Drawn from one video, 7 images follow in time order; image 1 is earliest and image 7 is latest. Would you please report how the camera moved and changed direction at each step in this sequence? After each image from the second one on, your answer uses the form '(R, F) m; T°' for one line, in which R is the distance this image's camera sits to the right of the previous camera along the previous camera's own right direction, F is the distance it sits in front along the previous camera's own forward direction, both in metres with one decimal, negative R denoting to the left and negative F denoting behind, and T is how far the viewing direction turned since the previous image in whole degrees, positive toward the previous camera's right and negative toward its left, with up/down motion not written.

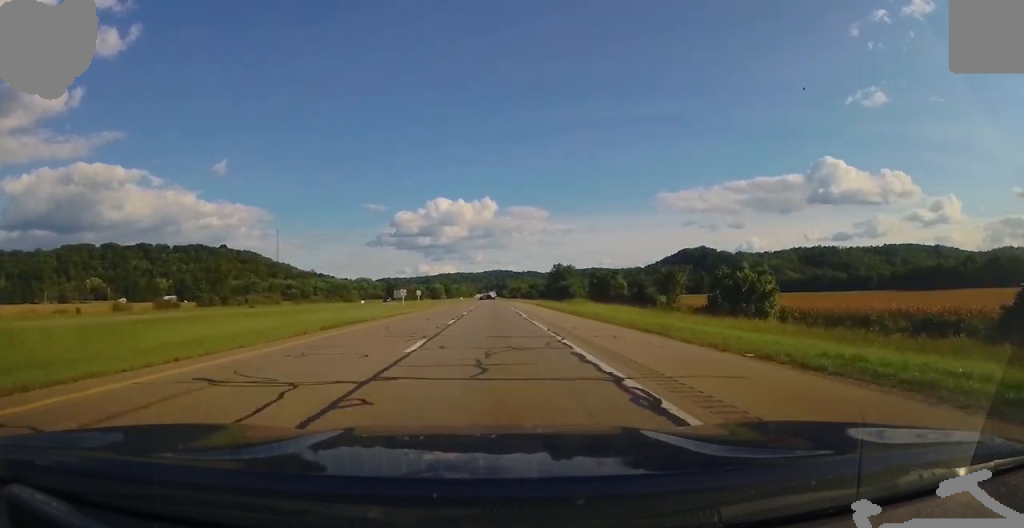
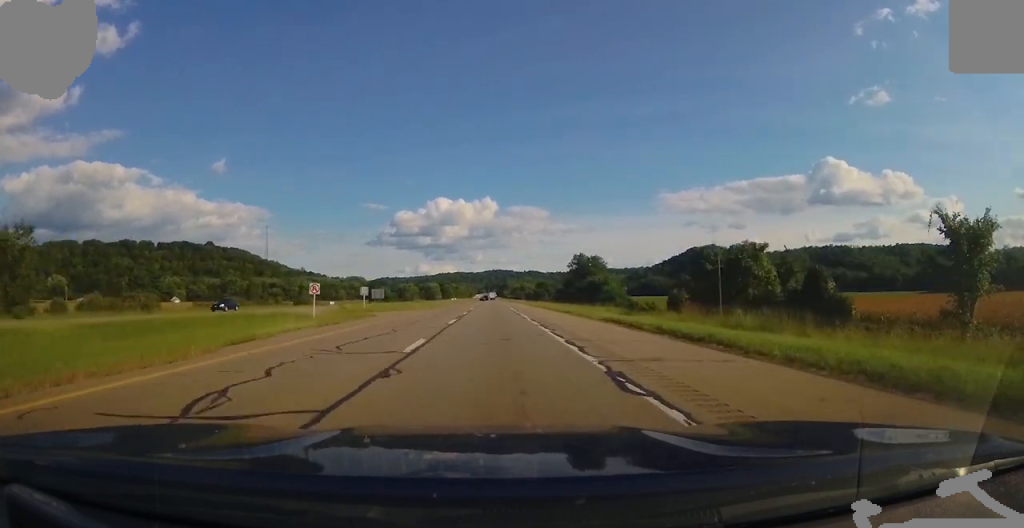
(-0.2, +48.5) m; 0°
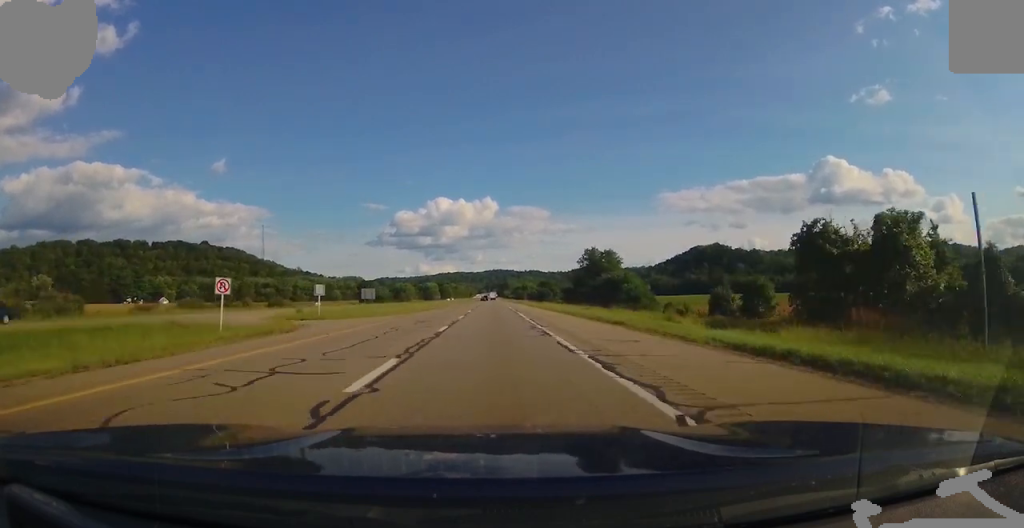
(+0.1, +17.3) m; 0°
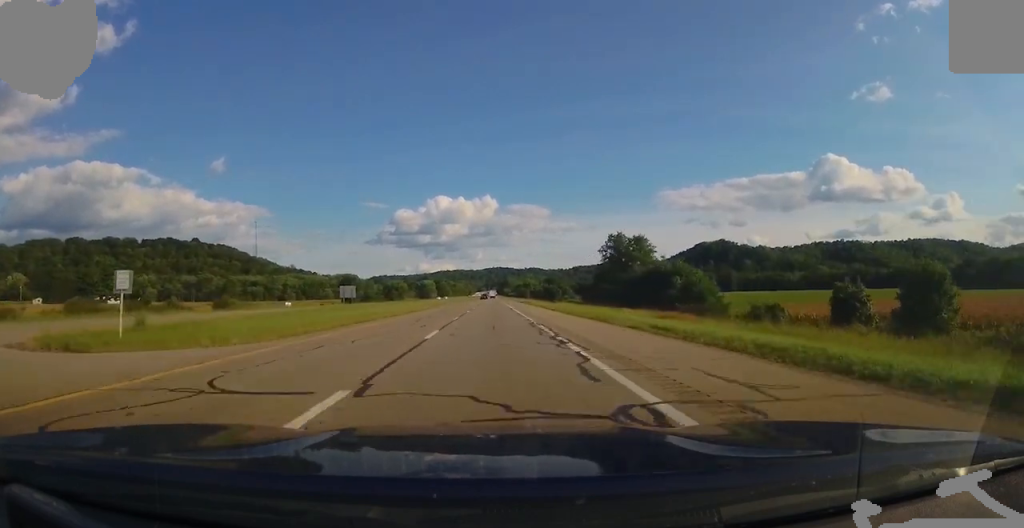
(-0.2, +27.6) m; 0°
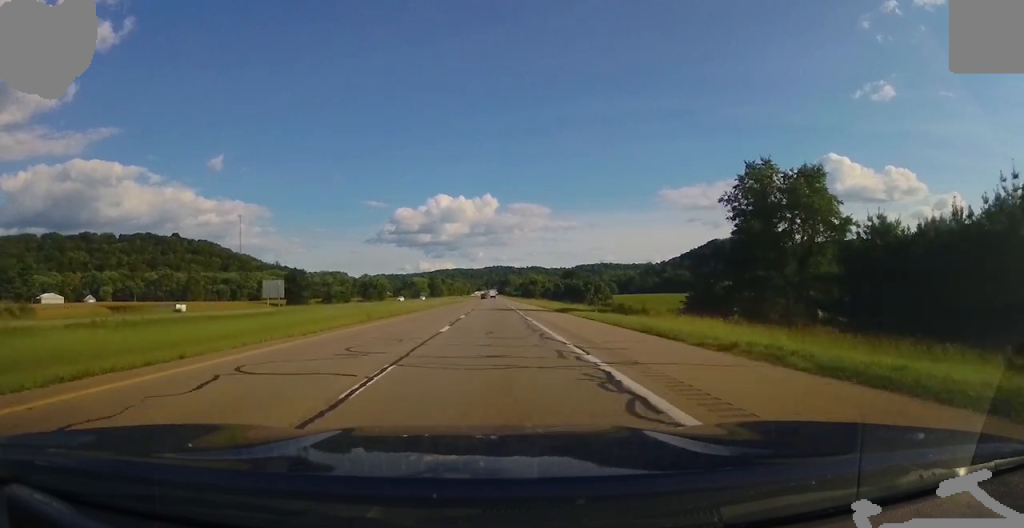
(+0.4, +58.4) m; 0°
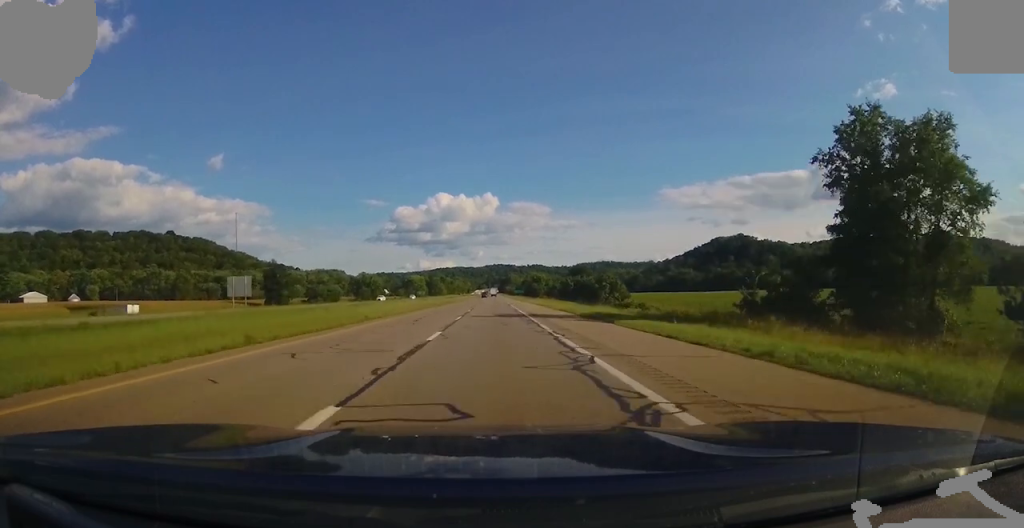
(0.0, +15.9) m; 0°
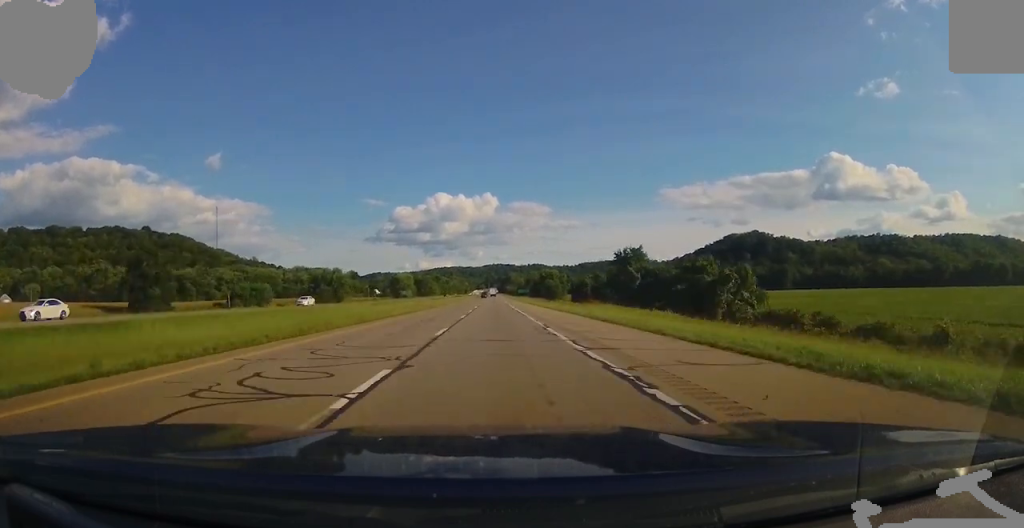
(-0.2, +57.7) m; -1°
